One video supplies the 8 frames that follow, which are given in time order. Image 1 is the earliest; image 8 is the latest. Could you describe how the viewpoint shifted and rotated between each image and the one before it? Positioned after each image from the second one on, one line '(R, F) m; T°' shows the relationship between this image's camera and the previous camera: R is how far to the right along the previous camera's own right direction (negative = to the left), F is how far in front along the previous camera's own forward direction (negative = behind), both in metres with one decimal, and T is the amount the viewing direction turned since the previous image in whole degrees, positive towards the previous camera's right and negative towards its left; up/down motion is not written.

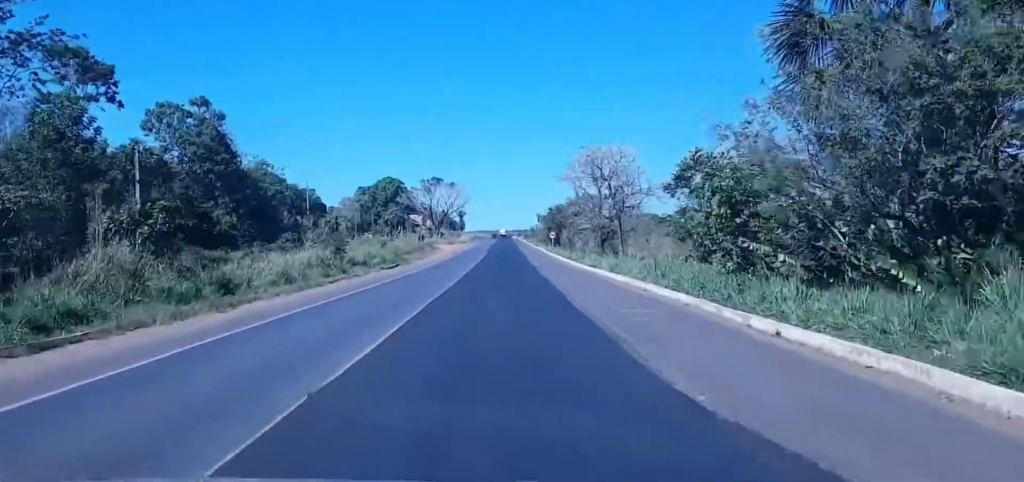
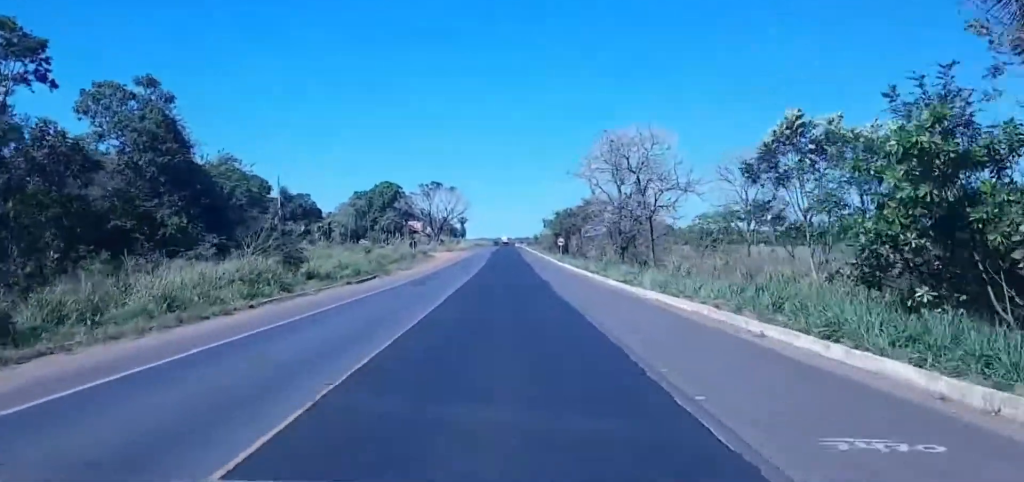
(0.0, +15.4) m; 0°
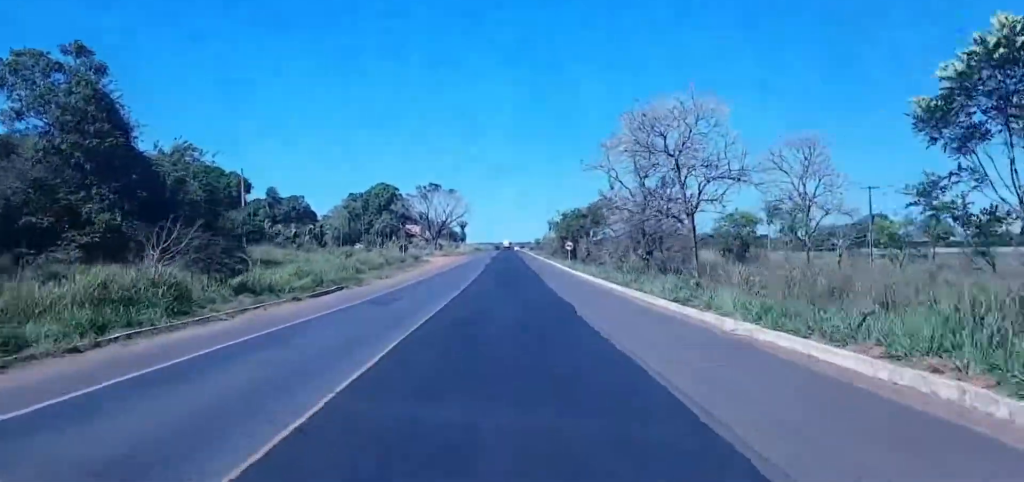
(+0.1, +13.6) m; -1°
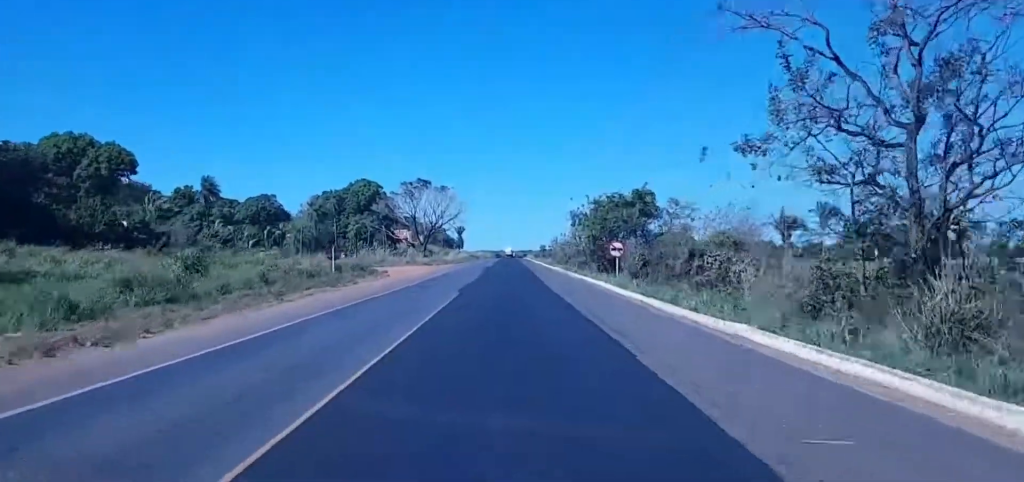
(-0.1, +47.1) m; +1°
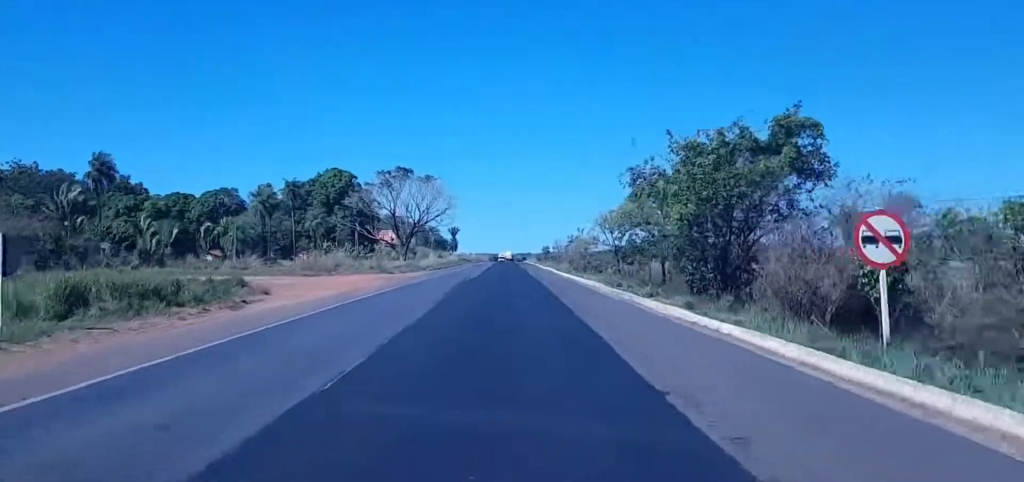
(-0.4, +44.7) m; -1°
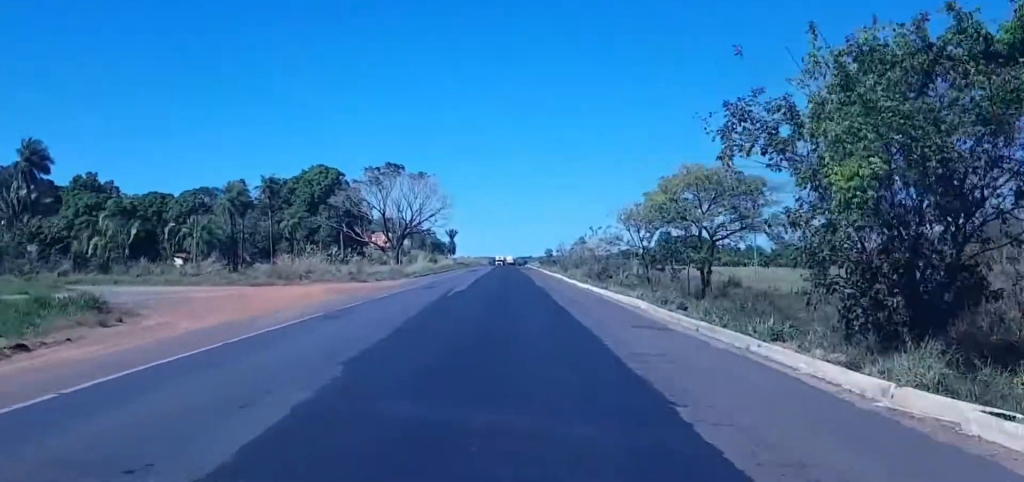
(-0.1, +18.8) m; 0°
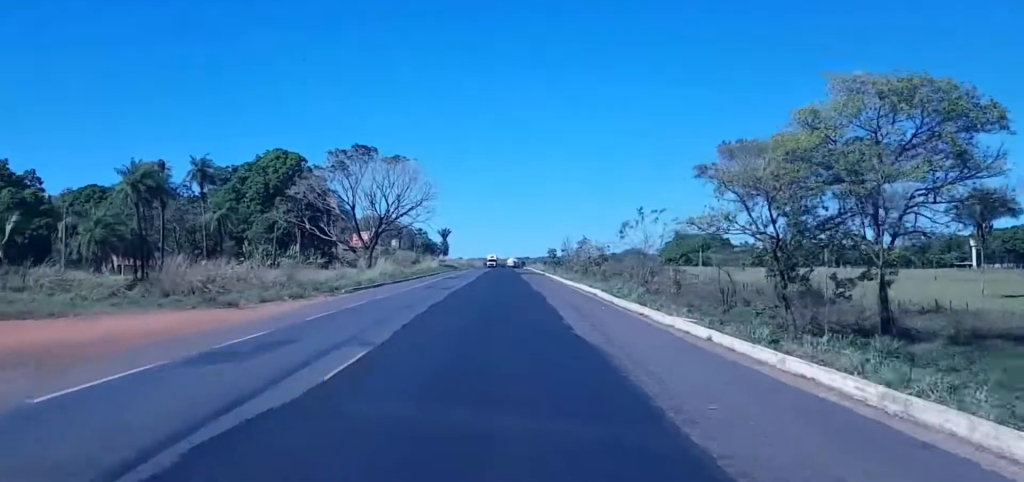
(0.0, +36.6) m; -1°
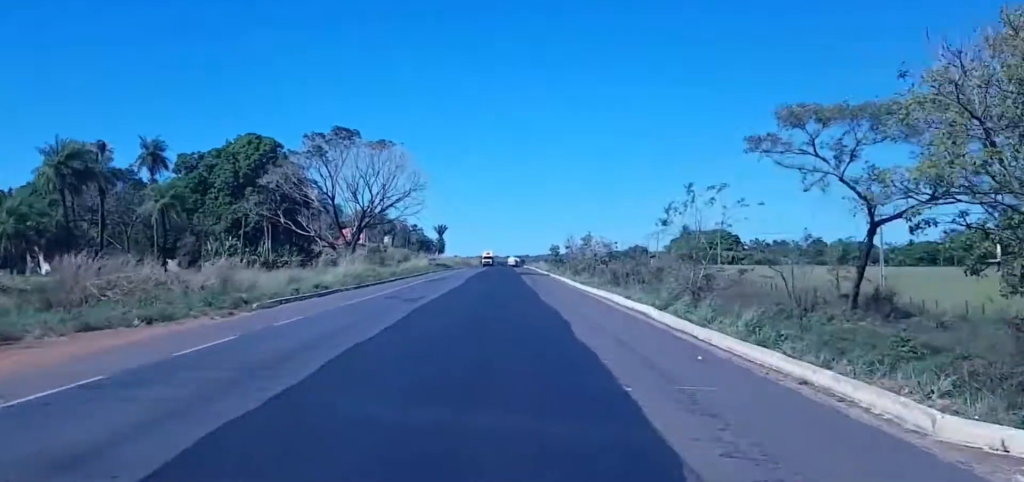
(-0.1, +17.7) m; 0°
